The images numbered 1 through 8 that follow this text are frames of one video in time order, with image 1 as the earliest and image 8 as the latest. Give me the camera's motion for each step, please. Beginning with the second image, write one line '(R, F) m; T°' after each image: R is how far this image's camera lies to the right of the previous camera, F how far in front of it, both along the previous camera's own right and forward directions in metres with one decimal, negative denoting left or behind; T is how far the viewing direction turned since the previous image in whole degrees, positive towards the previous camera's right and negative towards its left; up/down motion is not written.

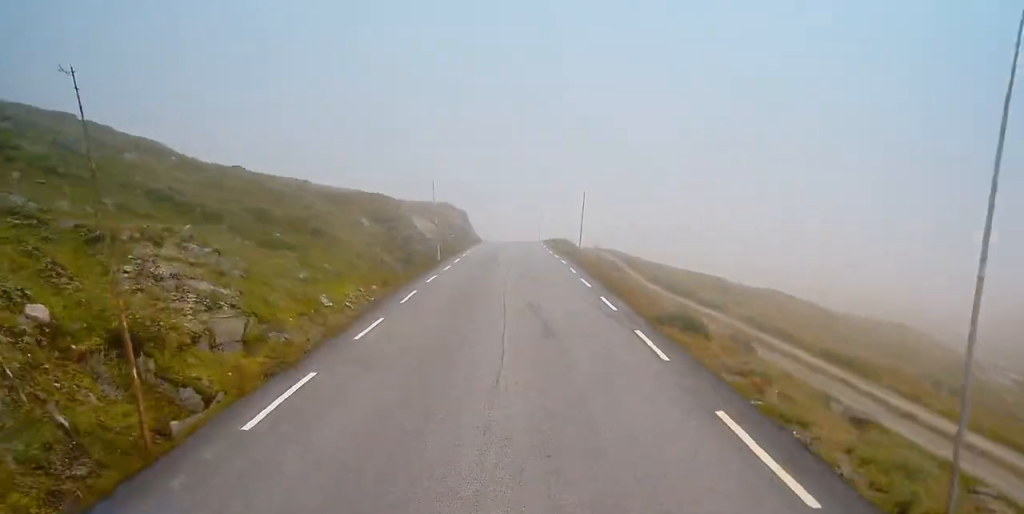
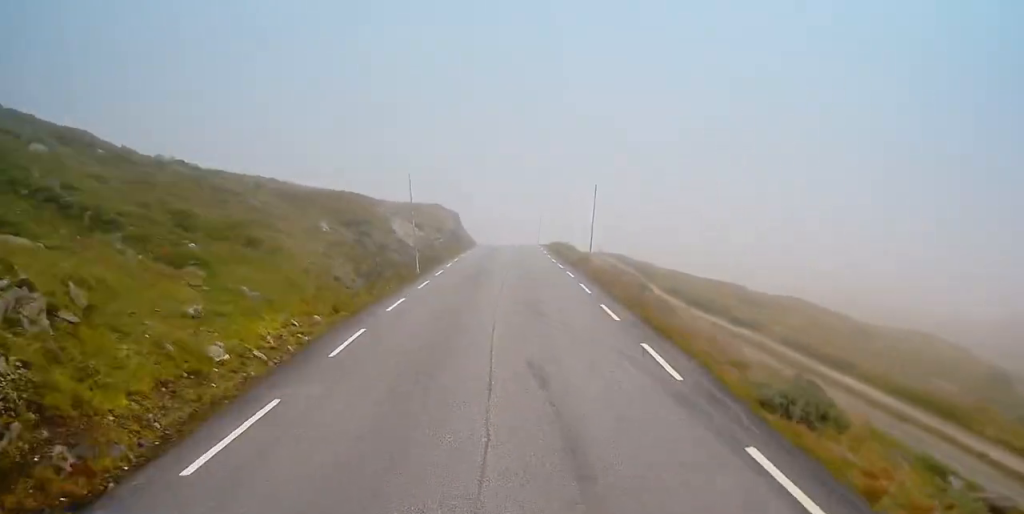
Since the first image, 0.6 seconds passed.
(+0.2, +7.5) m; +1°
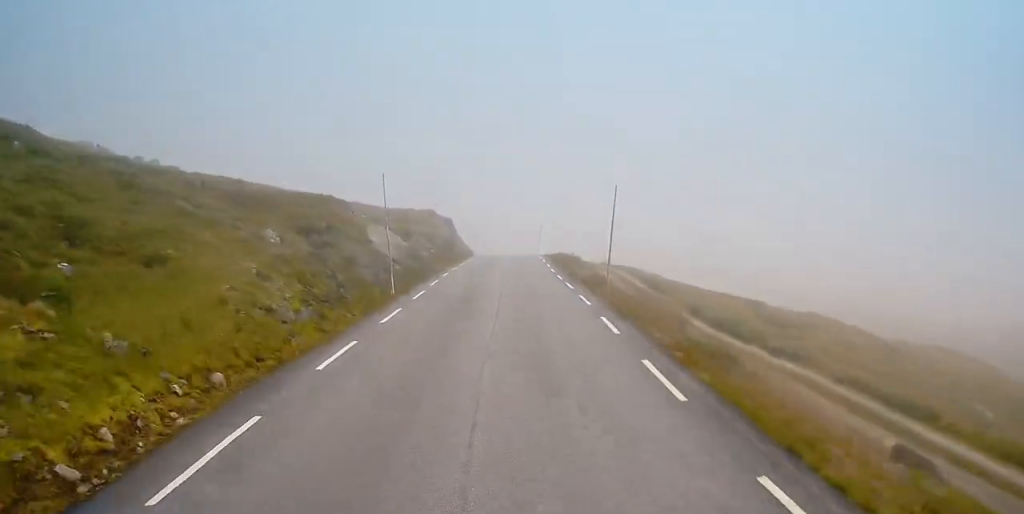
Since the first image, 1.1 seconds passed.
(0.0, +6.5) m; 0°
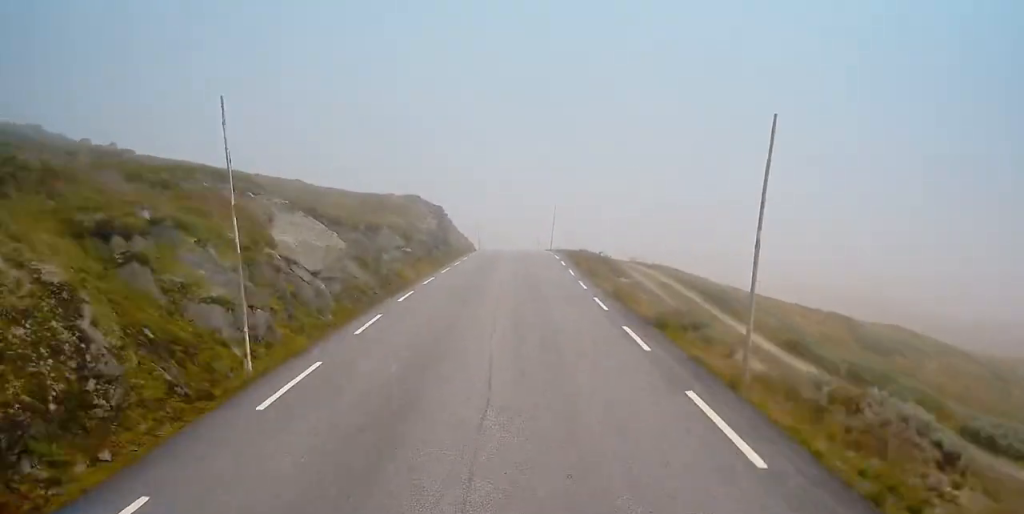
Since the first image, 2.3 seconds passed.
(-0.1, +15.0) m; -1°
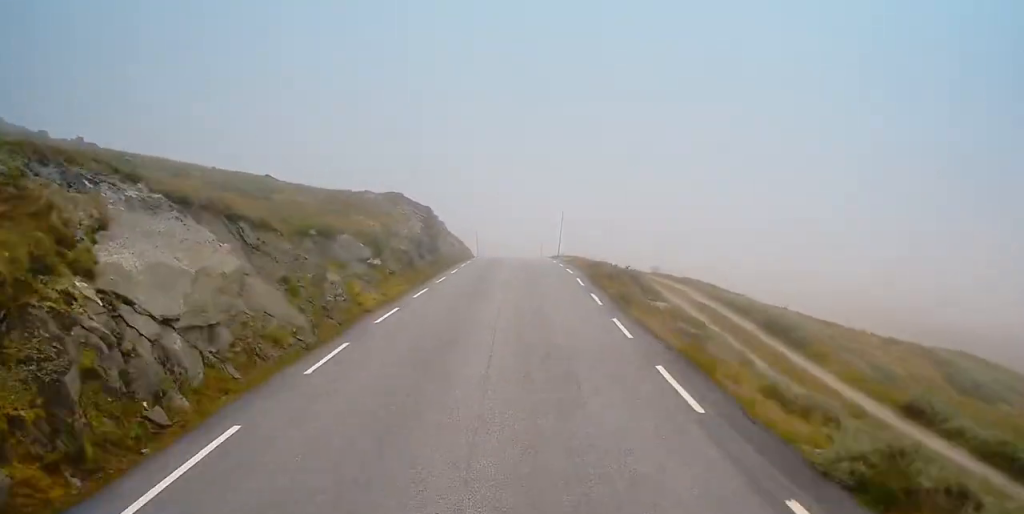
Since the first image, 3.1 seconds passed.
(-0.1, +9.5) m; 0°
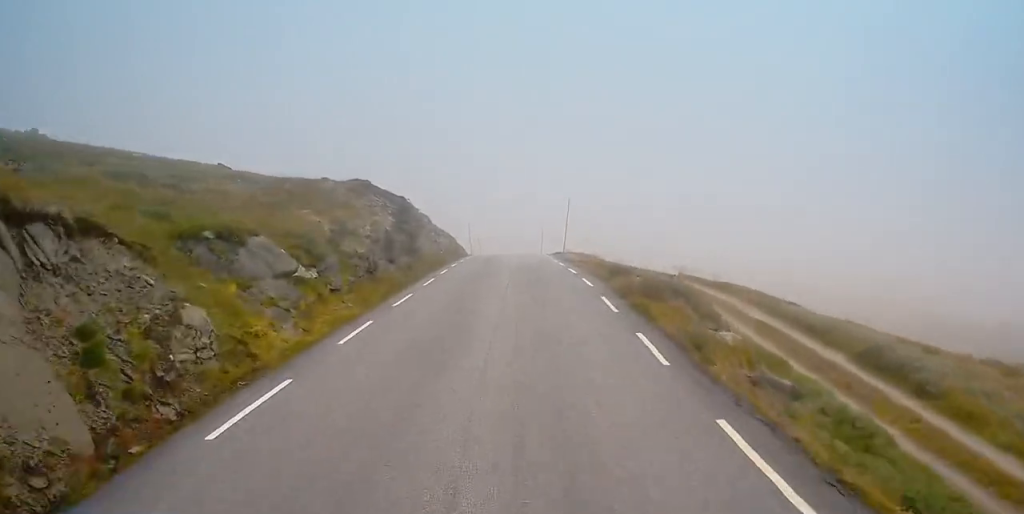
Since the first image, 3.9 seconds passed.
(0.0, +9.6) m; 0°
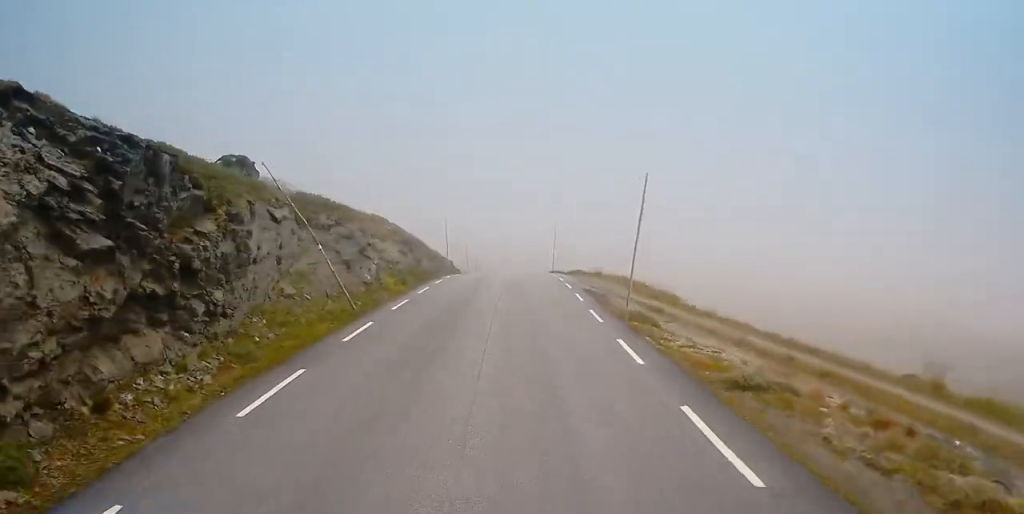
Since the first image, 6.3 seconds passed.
(+0.2, +28.5) m; 0°
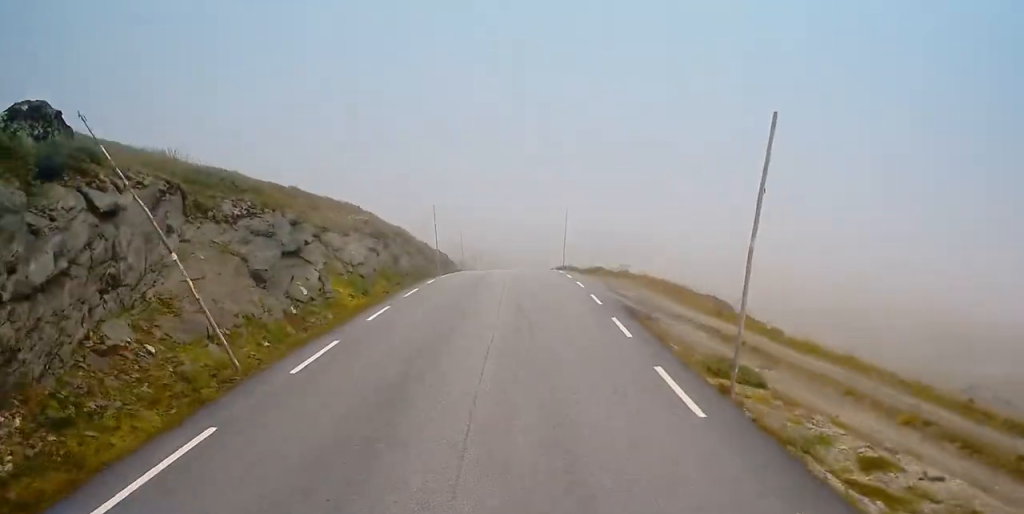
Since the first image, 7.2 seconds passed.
(+0.1, +9.5) m; +1°
